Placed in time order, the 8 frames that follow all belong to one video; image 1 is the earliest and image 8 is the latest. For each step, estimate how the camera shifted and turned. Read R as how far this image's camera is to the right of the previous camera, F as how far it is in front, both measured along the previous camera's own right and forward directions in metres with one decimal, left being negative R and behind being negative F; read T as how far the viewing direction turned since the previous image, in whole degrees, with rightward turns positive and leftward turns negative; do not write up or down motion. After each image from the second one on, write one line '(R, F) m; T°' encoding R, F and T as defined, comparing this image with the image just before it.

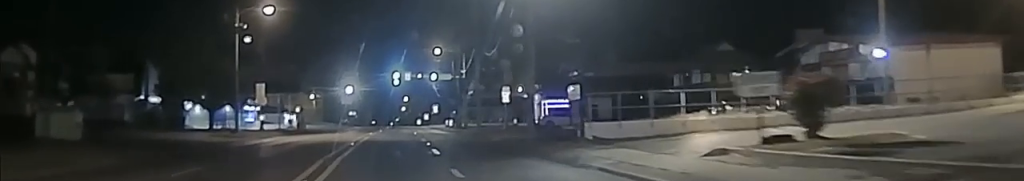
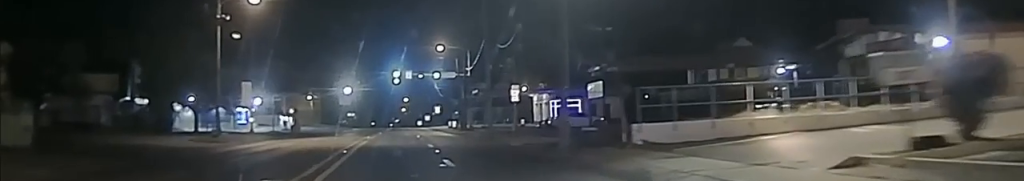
(-0.1, +6.5) m; -1°
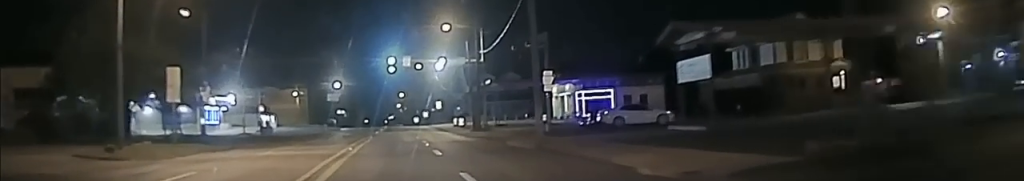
(+0.1, +18.3) m; +2°
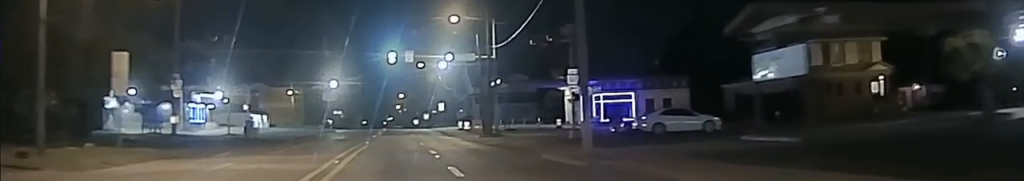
(+0.2, +7.1) m; +1°
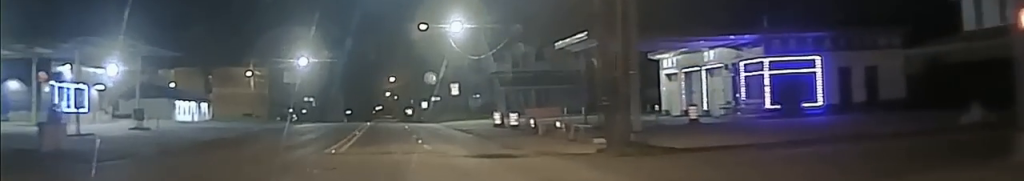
(+0.1, +37.2) m; -1°
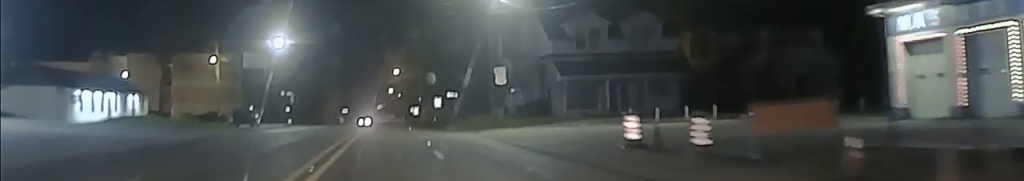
(+0.3, +31.3) m; +1°
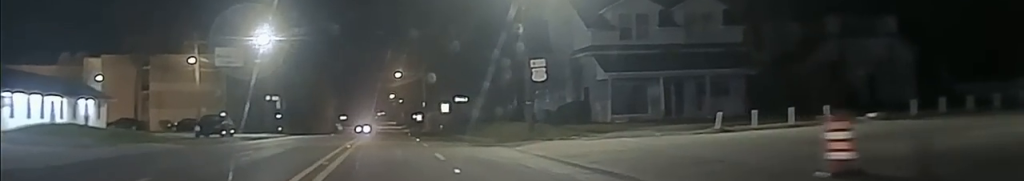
(+0.1, +12.3) m; 0°
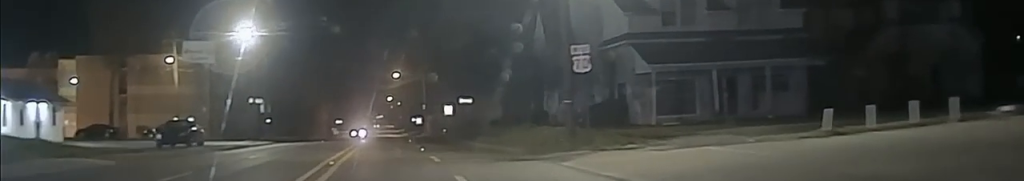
(0.0, +8.7) m; 0°
